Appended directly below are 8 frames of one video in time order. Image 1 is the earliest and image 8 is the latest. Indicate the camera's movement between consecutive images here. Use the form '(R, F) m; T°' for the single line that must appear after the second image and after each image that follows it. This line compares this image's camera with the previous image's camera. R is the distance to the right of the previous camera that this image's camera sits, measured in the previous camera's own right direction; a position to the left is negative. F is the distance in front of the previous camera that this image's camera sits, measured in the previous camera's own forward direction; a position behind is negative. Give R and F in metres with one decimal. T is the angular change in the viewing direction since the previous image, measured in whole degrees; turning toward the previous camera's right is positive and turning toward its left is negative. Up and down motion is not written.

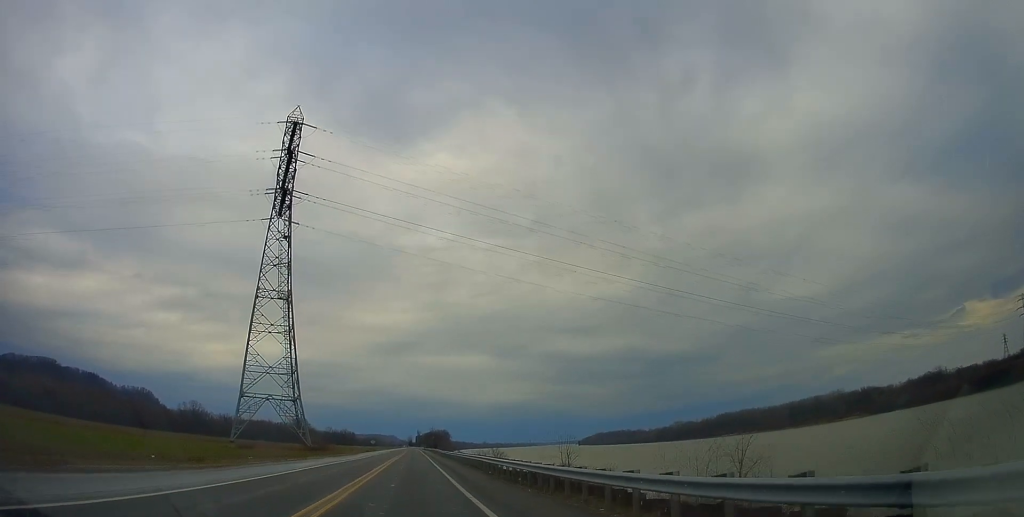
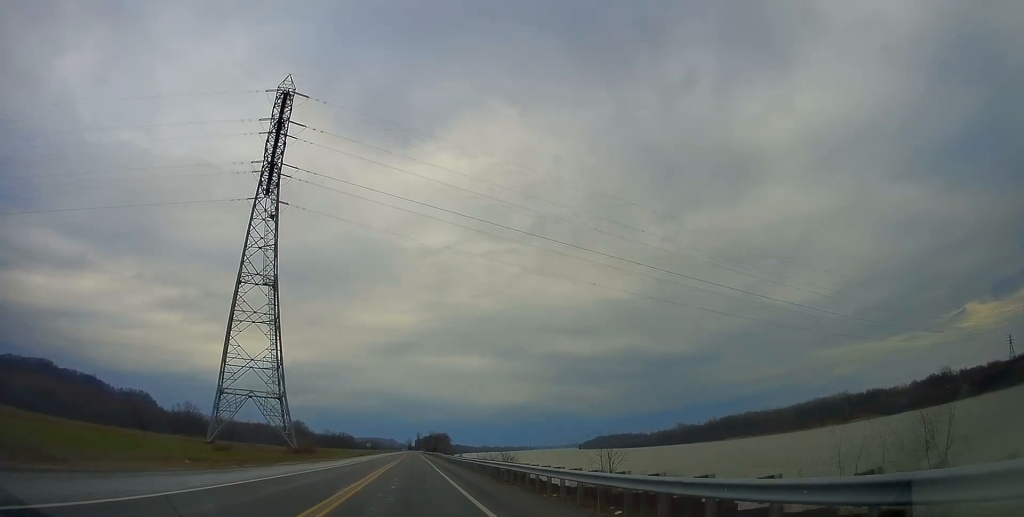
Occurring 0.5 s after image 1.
(-0.5, +12.6) m; -1°
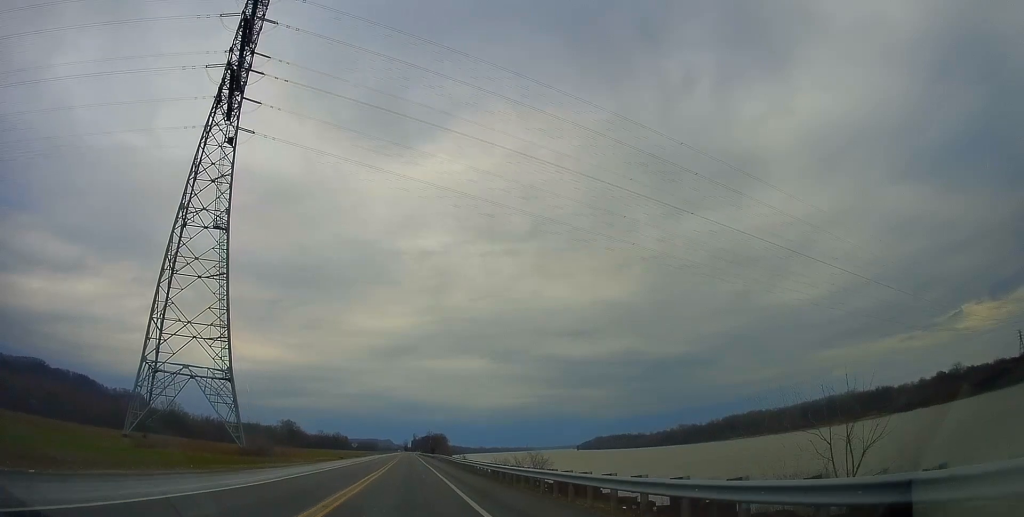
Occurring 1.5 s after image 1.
(+0.7, +27.9) m; +2°
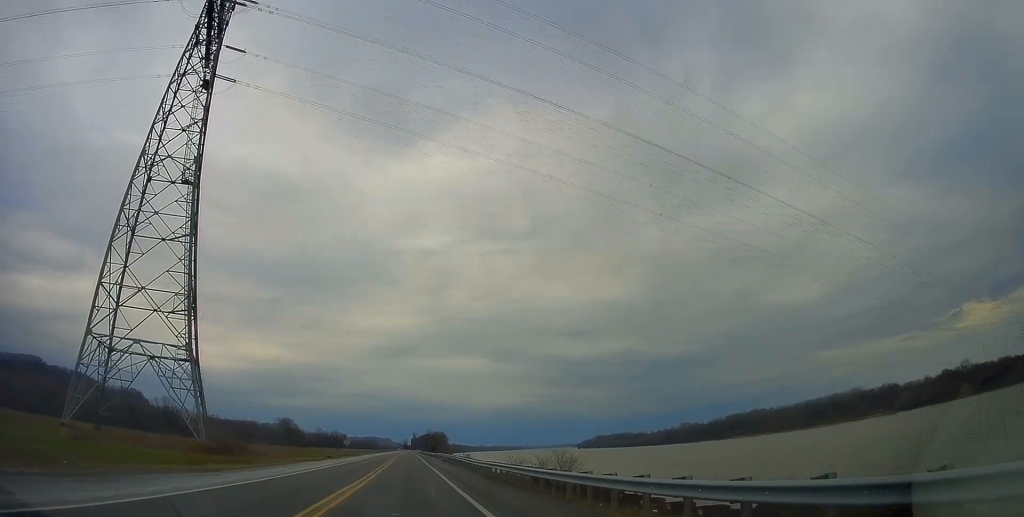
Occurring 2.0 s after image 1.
(+0.2, +13.6) m; 0°
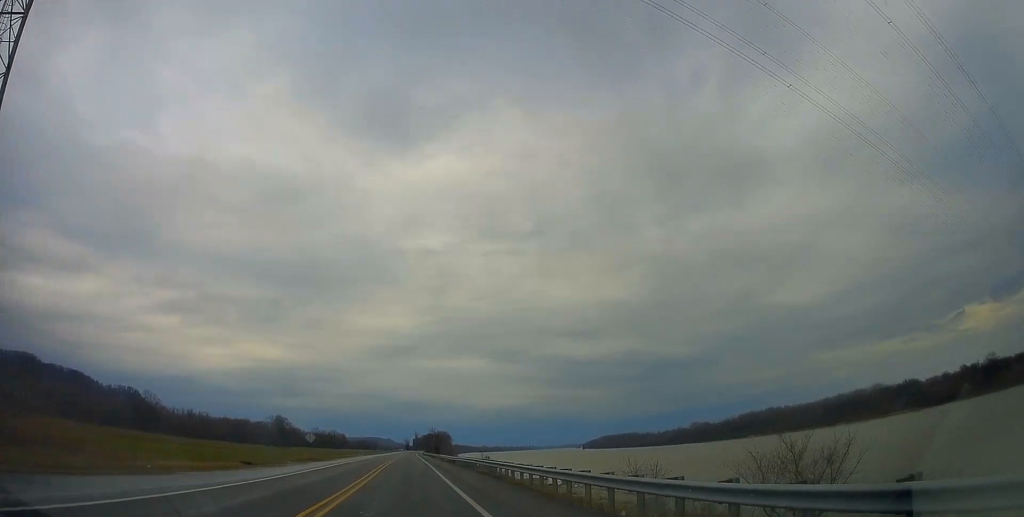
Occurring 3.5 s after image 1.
(-0.2, +40.1) m; -1°
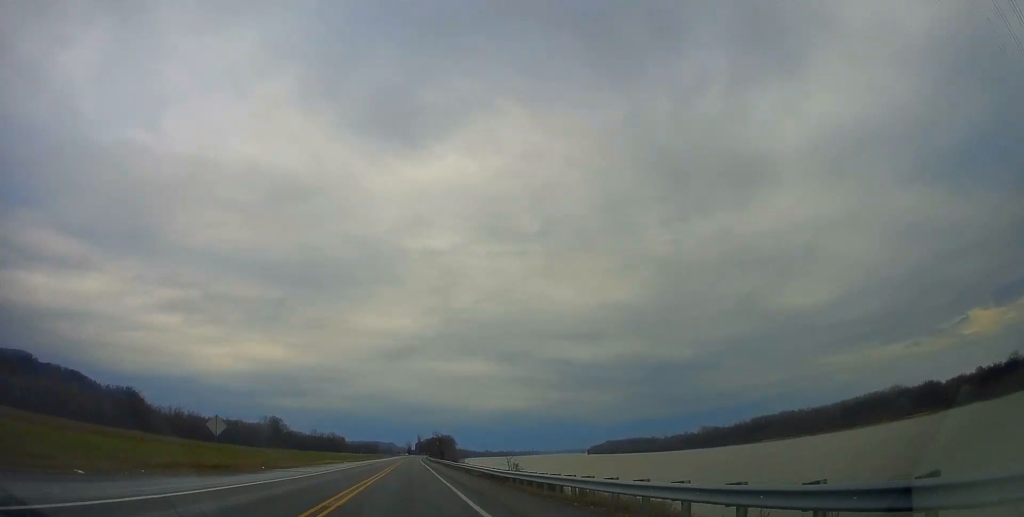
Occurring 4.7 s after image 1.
(0.0, +33.2) m; 0°
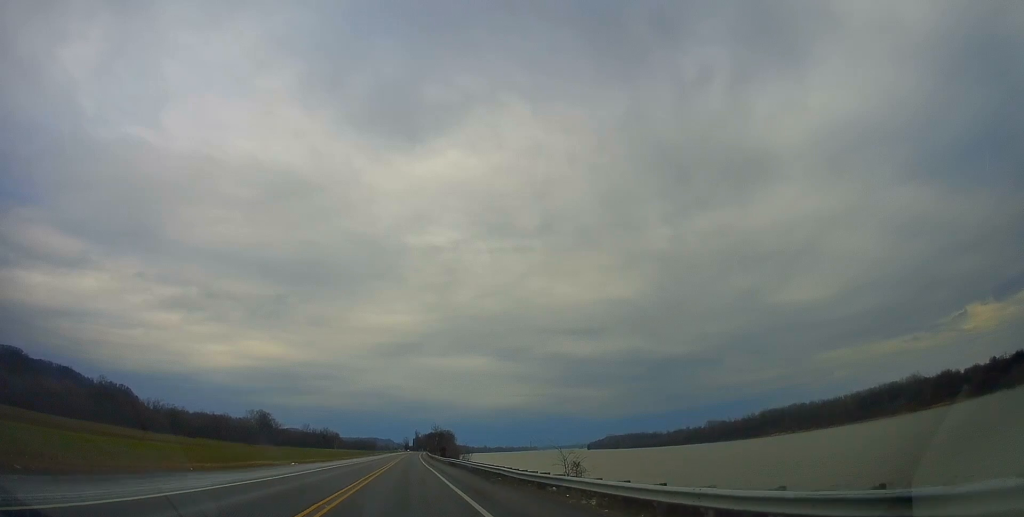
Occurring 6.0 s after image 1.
(0.0, +38.1) m; 0°
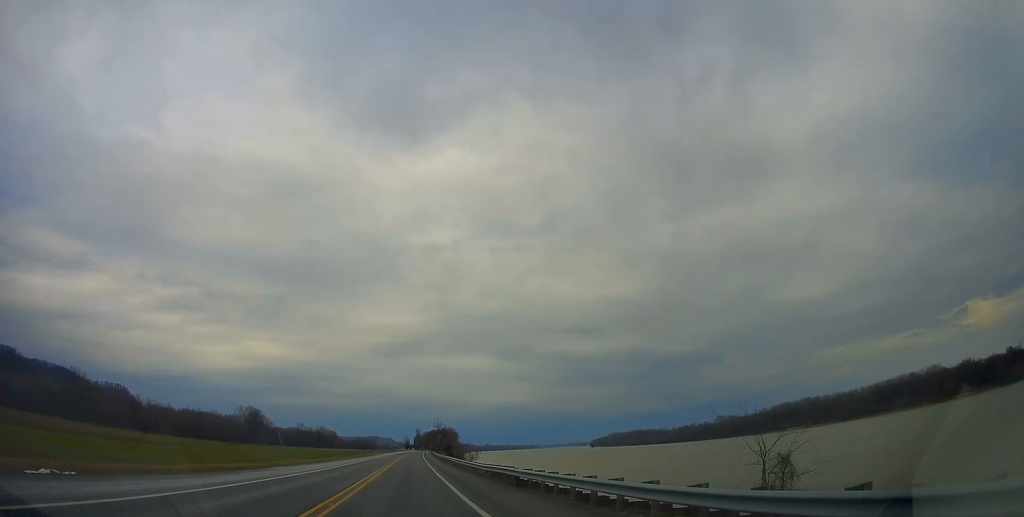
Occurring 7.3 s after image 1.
(-0.3, +36.1) m; 0°
